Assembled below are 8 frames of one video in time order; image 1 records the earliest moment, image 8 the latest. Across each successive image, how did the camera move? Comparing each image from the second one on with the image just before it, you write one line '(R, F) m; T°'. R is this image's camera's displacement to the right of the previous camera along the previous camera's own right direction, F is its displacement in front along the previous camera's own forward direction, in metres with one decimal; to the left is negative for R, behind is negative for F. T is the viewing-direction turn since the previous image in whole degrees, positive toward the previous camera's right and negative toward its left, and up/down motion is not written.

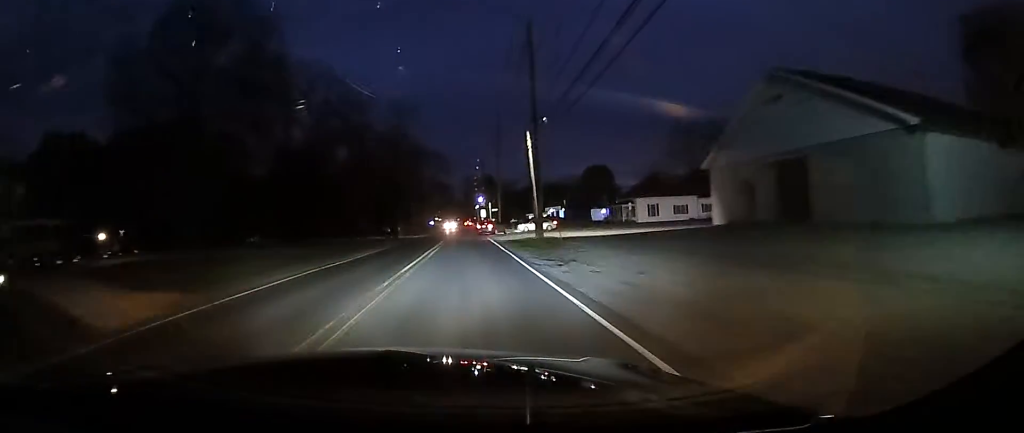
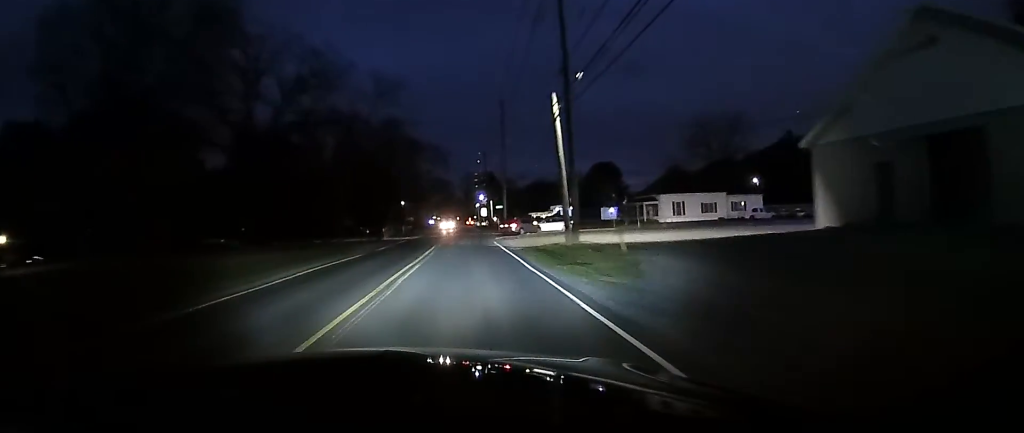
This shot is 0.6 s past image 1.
(+0.1, +9.8) m; 0°
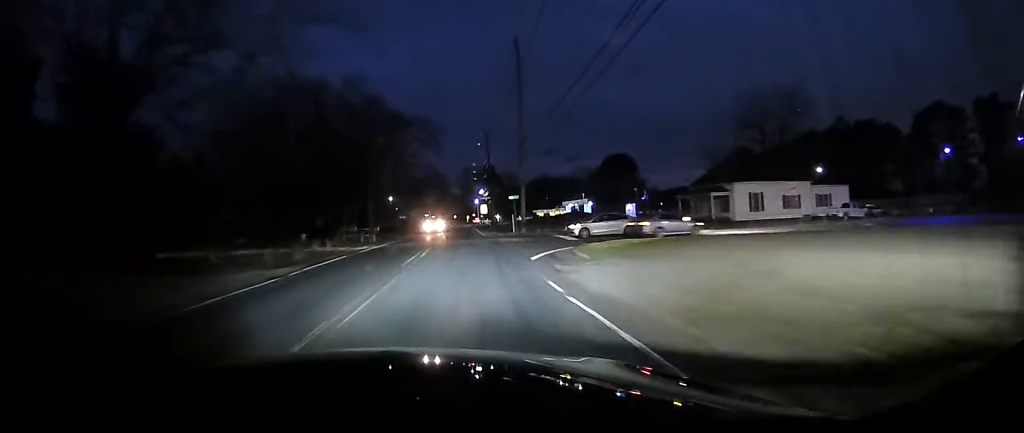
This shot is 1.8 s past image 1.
(-0.1, +20.7) m; 0°
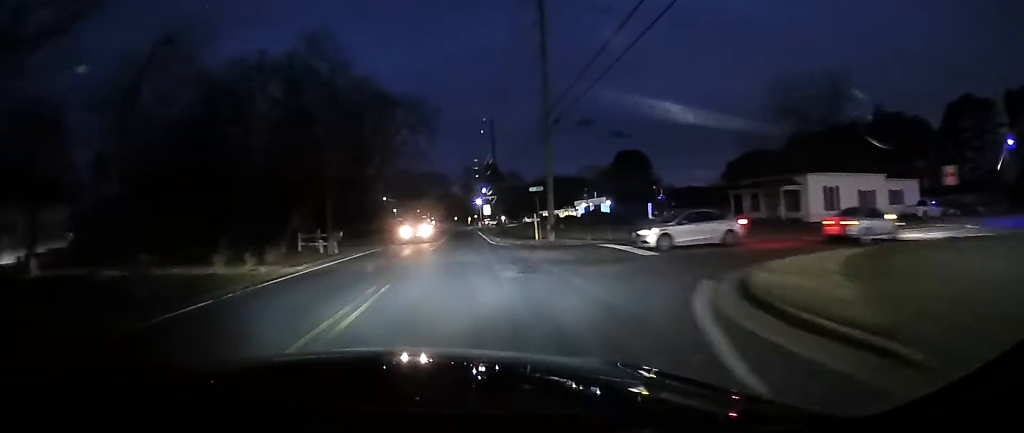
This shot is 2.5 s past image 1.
(+0.1, +12.2) m; 0°
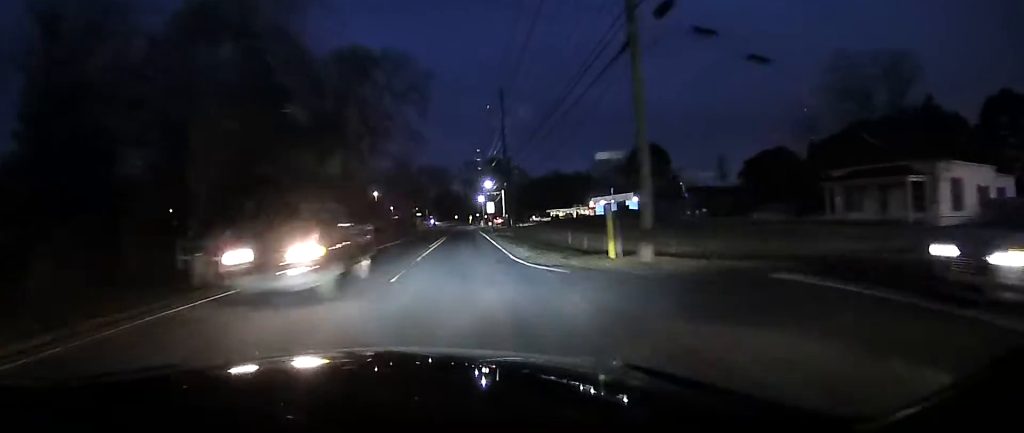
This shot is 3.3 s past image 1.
(+0.2, +14.3) m; 0°
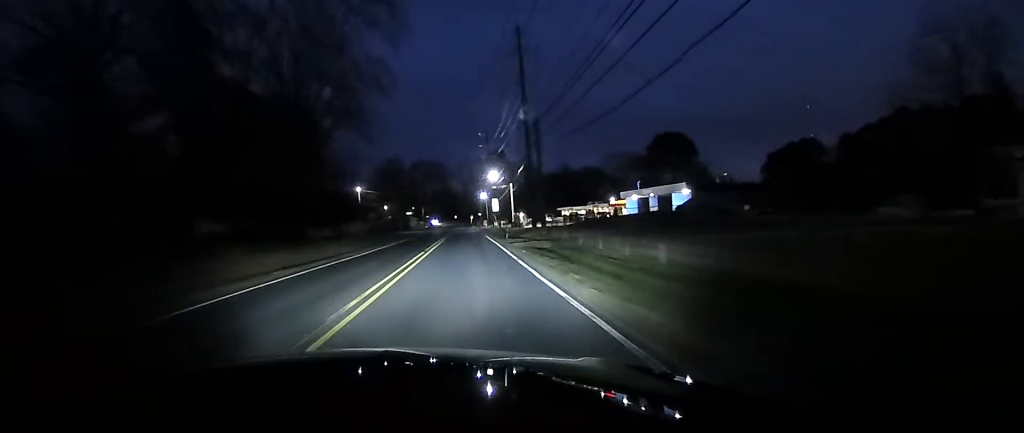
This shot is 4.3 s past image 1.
(-0.4, +18.2) m; -1°
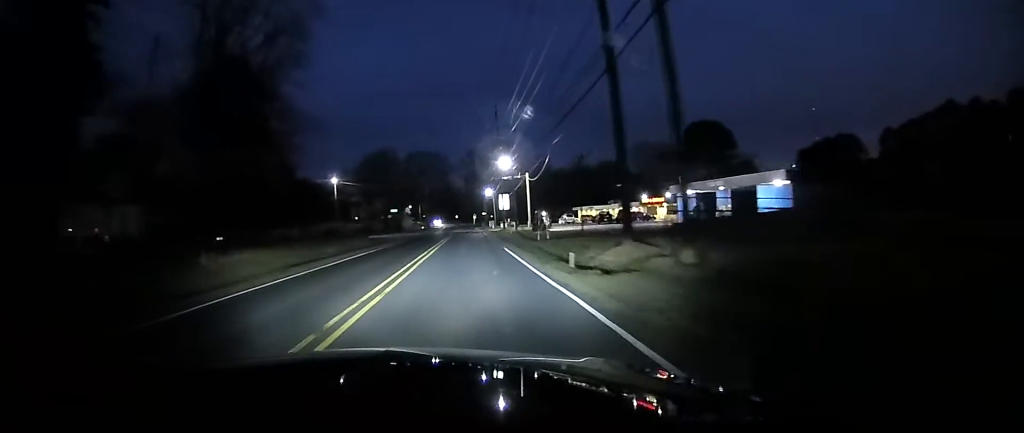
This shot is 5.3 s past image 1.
(+0.1, +18.9) m; 0°
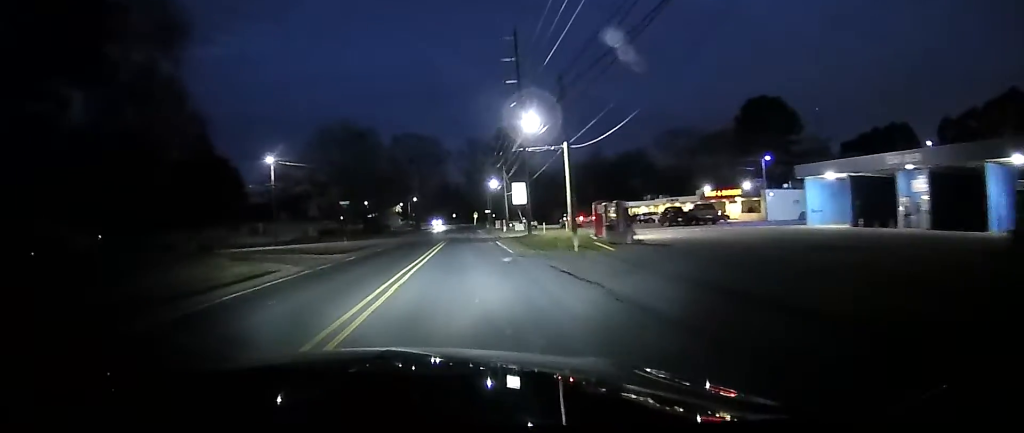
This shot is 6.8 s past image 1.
(0.0, +25.2) m; 0°
